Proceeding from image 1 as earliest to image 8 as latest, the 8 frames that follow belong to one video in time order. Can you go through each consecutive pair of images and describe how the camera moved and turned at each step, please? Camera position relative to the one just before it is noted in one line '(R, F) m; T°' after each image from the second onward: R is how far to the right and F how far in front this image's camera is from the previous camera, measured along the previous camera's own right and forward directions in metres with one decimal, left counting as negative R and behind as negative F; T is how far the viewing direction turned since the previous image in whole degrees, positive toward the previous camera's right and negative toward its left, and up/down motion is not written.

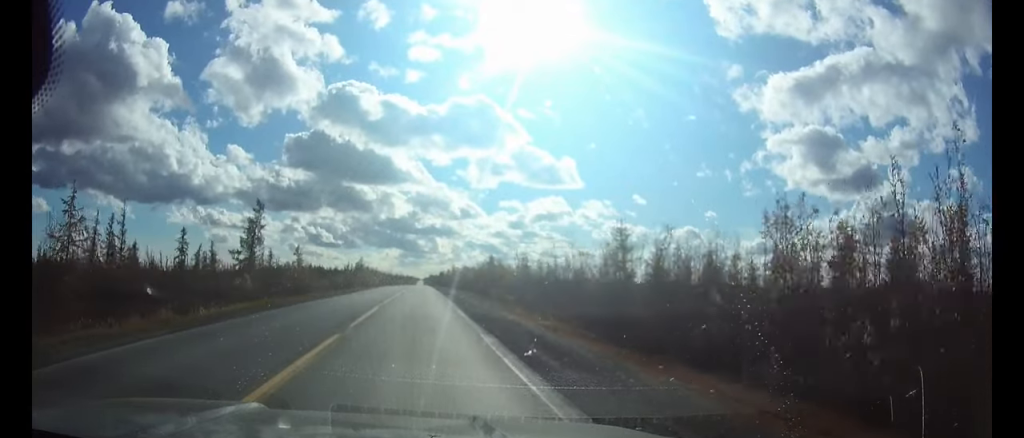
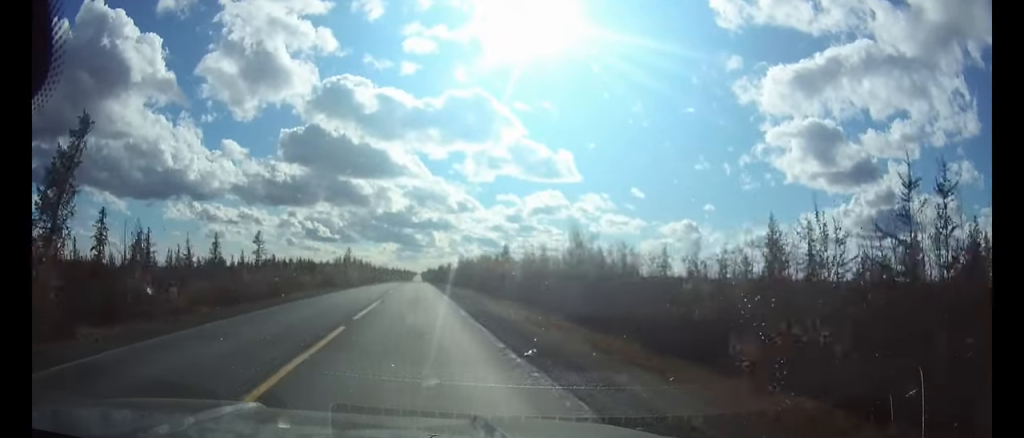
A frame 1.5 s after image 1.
(0.0, +34.3) m; 0°
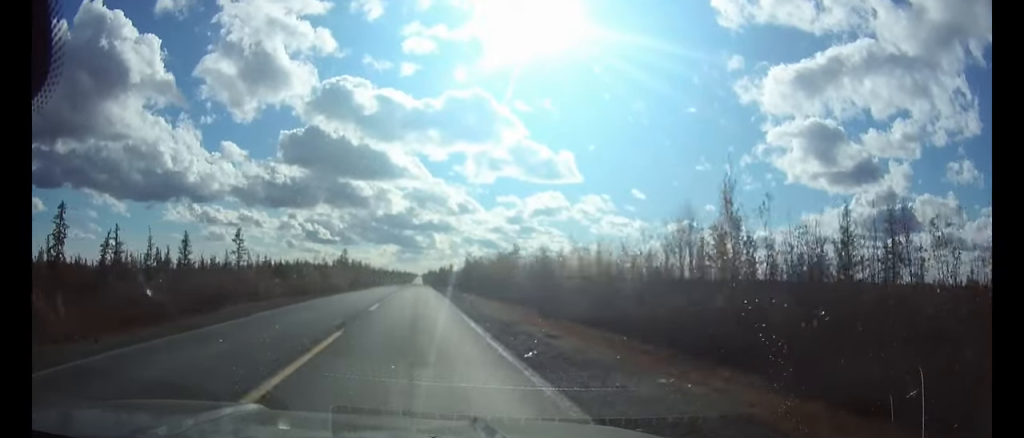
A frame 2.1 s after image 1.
(0.0, +13.4) m; 0°
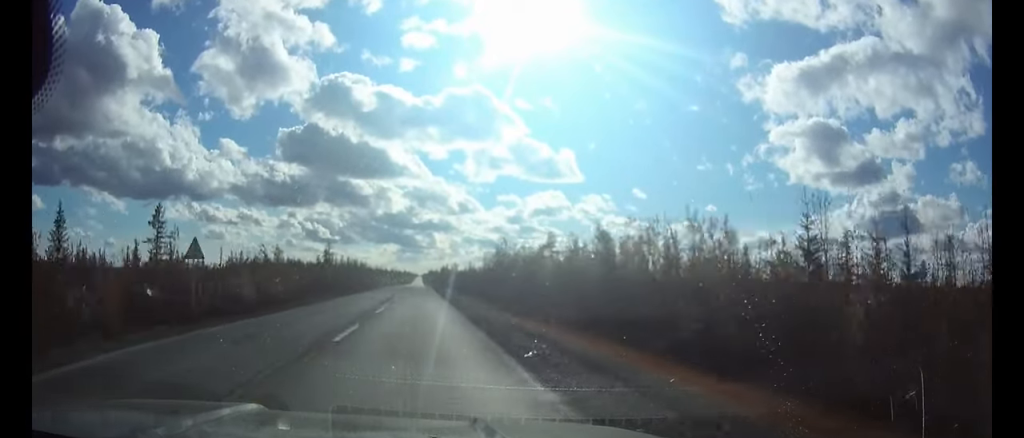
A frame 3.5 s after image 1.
(0.0, +32.6) m; 0°
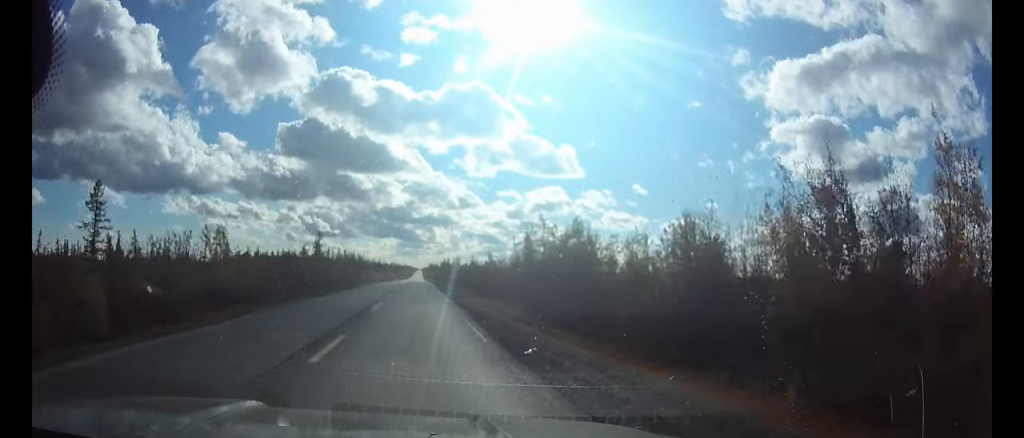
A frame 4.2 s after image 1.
(0.0, +15.5) m; 0°
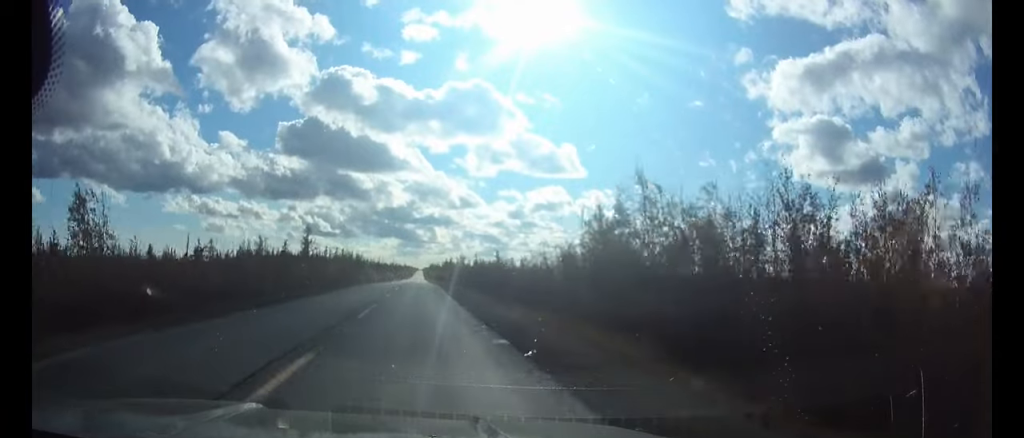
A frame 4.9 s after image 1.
(0.0, +16.7) m; 0°
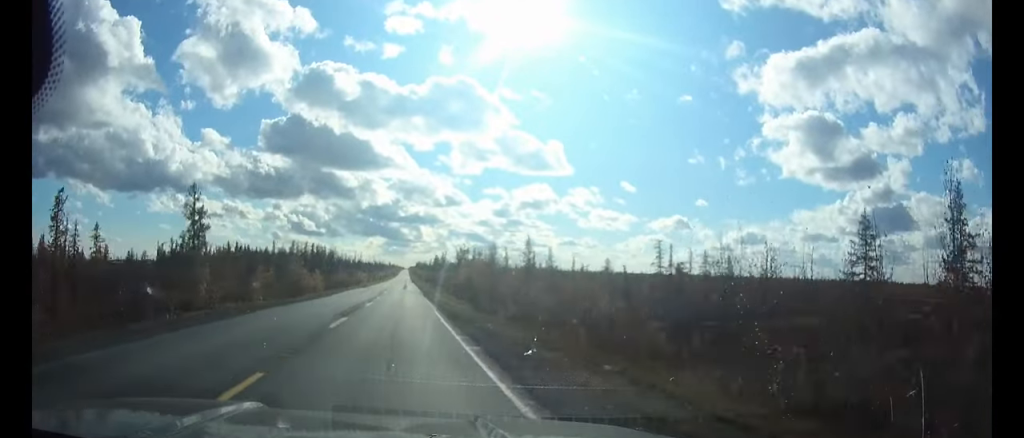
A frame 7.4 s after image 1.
(+0.3, +60.1) m; 0°
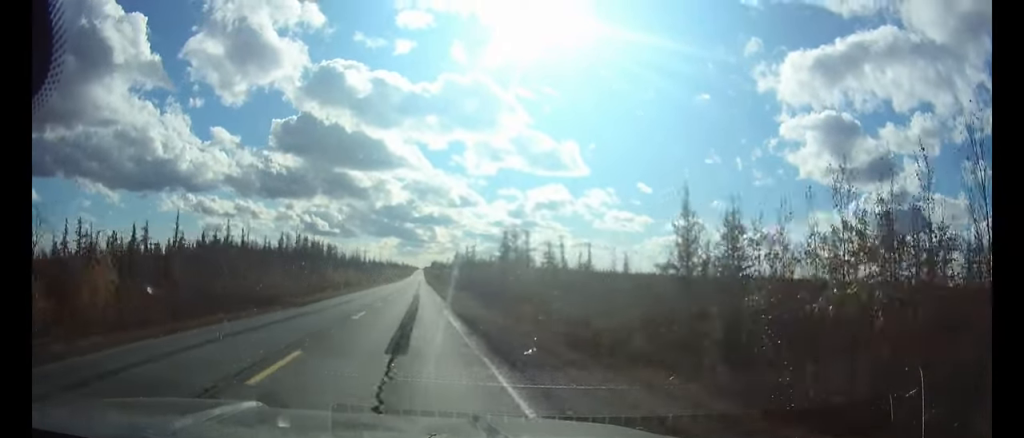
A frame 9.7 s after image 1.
(-0.4, +58.0) m; 0°
